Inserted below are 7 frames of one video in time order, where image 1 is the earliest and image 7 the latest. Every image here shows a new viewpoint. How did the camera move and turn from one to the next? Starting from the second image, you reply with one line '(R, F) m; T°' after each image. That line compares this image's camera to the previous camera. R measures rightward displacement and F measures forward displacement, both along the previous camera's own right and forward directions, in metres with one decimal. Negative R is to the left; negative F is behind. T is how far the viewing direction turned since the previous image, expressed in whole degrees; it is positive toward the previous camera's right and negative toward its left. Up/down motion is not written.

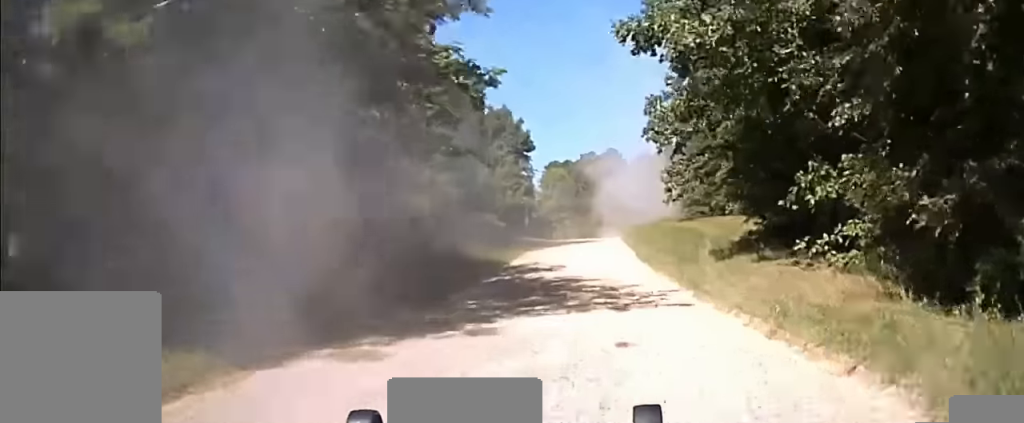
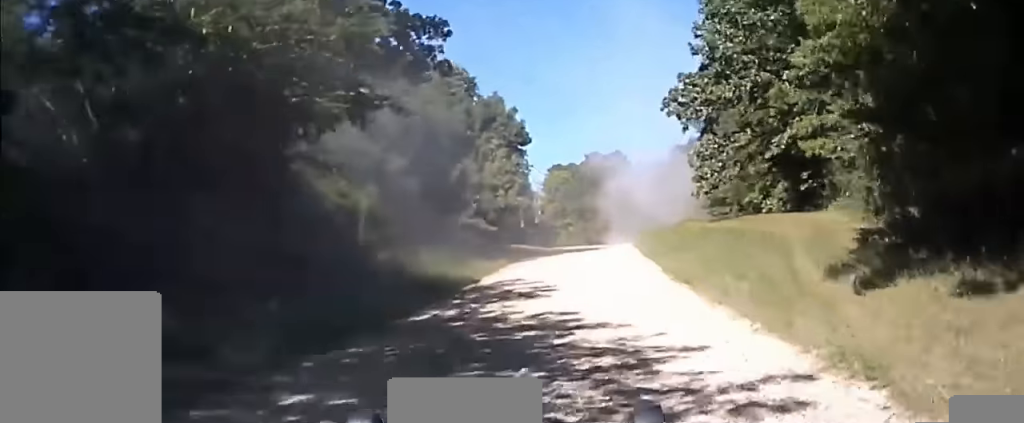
(+0.1, +10.9) m; 0°
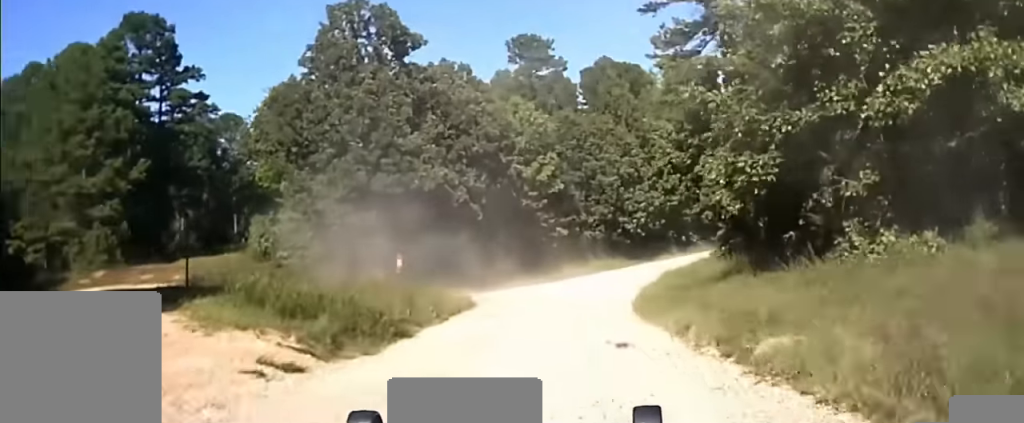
(+2.5, +78.8) m; +9°
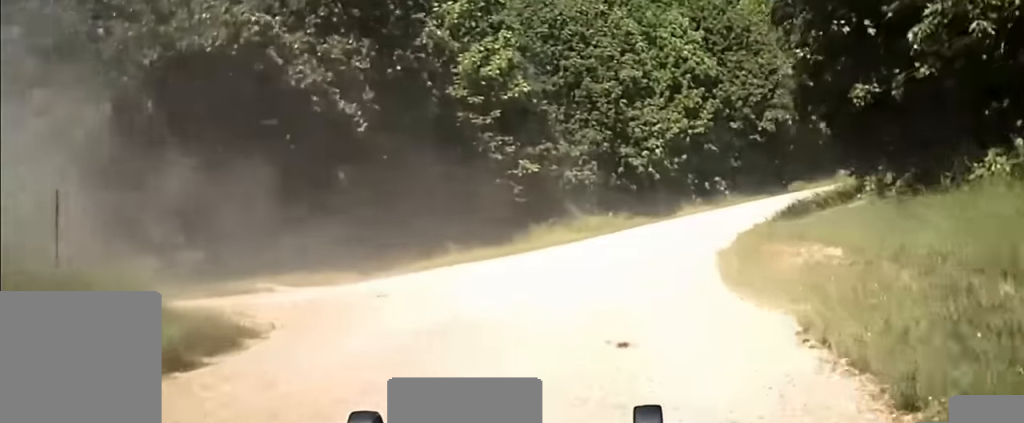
(+1.7, +21.3) m; +10°
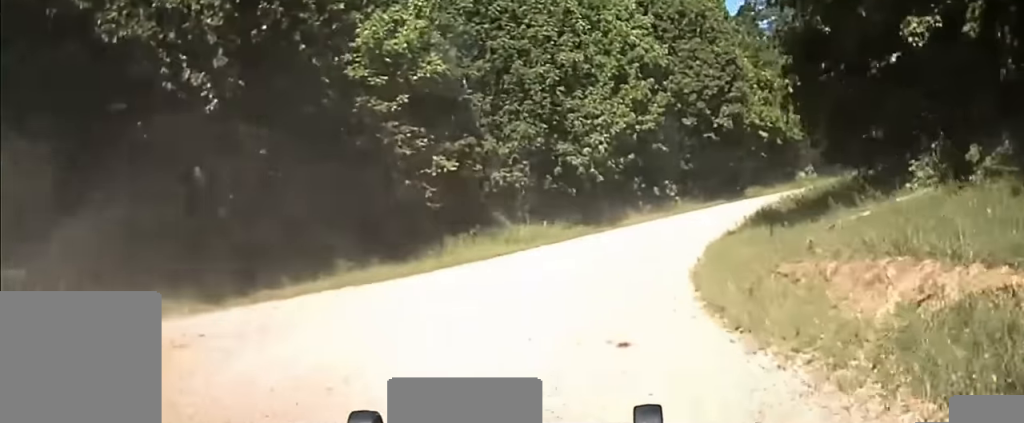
(0.0, +5.6) m; +3°
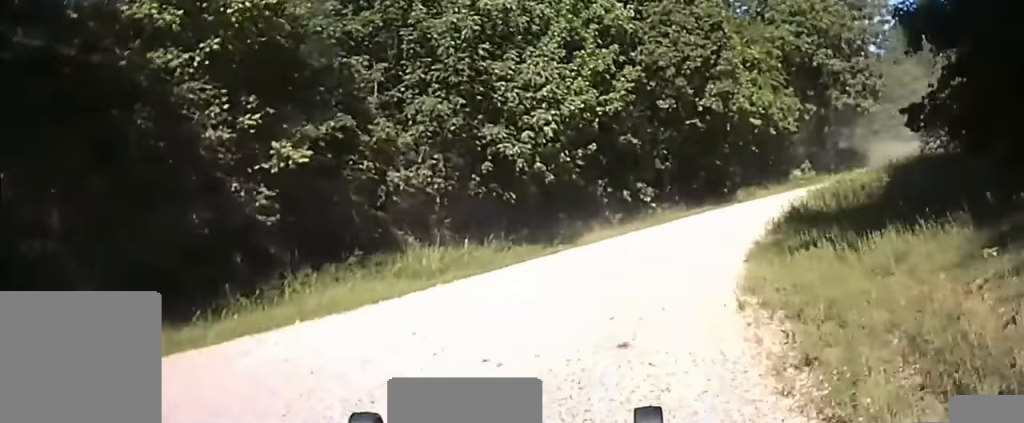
(+0.5, +9.7) m; +3°
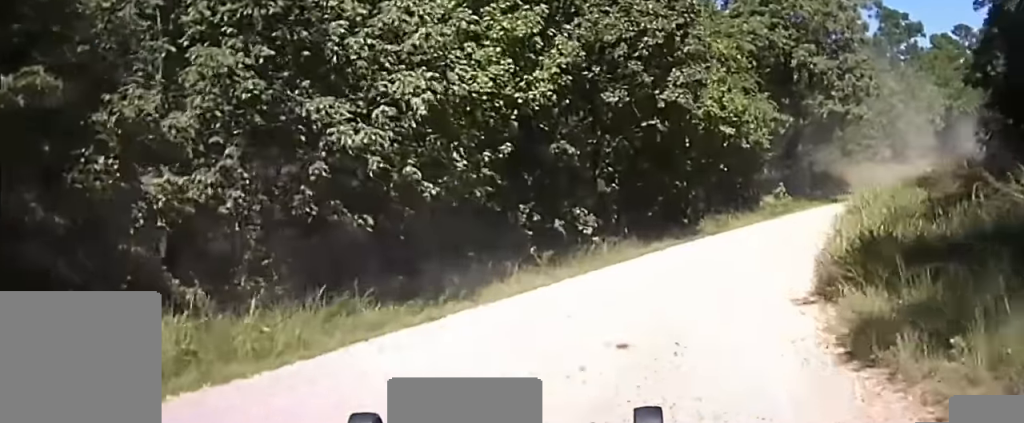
(+0.3, +11.1) m; +4°
